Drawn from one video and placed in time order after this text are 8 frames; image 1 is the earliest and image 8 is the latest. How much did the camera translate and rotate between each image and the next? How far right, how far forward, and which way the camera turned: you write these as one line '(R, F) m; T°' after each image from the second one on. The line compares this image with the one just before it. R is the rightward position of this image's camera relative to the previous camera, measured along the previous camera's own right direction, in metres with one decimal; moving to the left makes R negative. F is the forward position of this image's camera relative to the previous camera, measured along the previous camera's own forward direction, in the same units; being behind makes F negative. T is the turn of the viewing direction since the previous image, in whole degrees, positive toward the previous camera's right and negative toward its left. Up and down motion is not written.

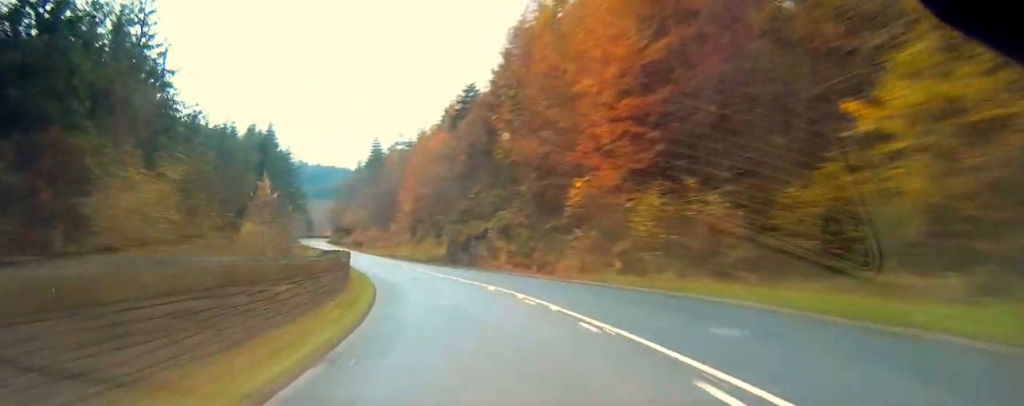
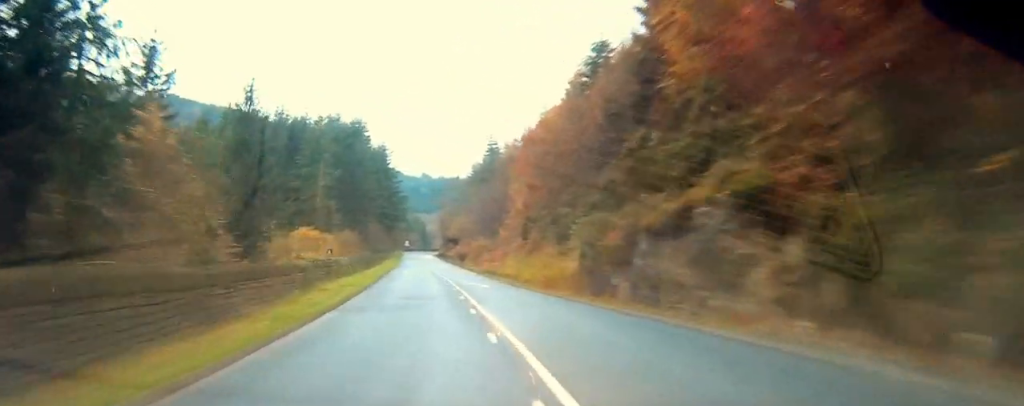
(-2.0, +30.1) m; -10°
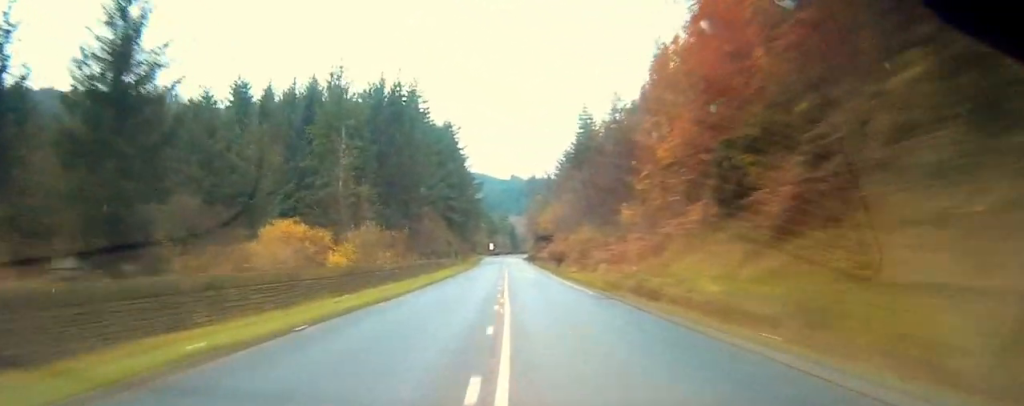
(-4.1, +34.7) m; -10°
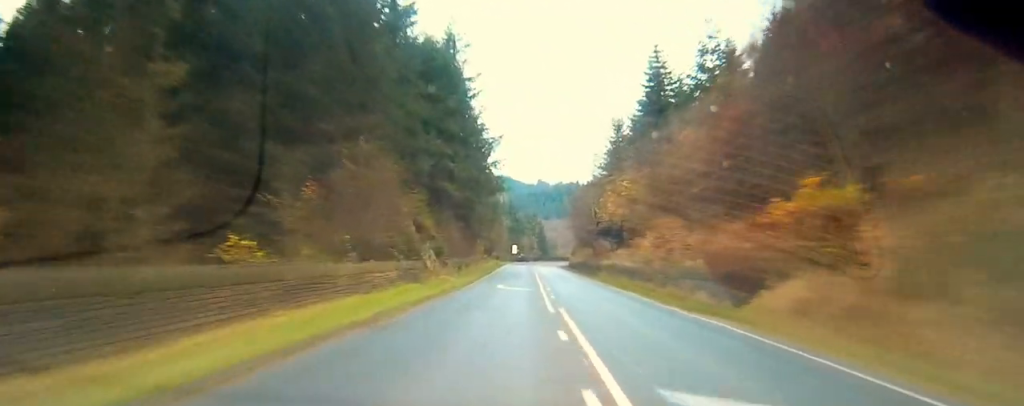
(-0.8, +49.1) m; -1°
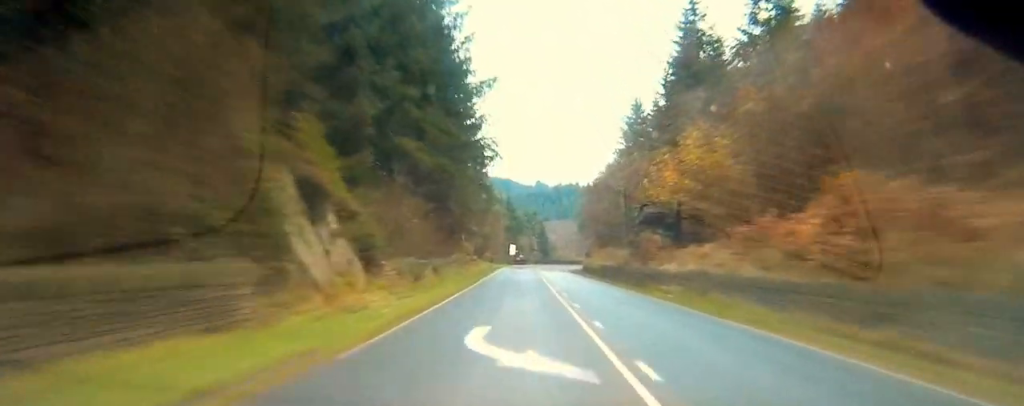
(0.0, +22.8) m; 0°
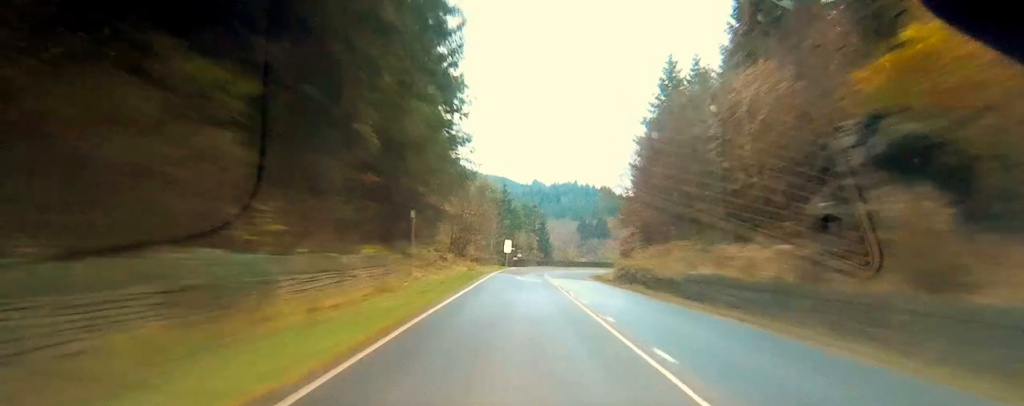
(0.0, +28.2) m; 0°
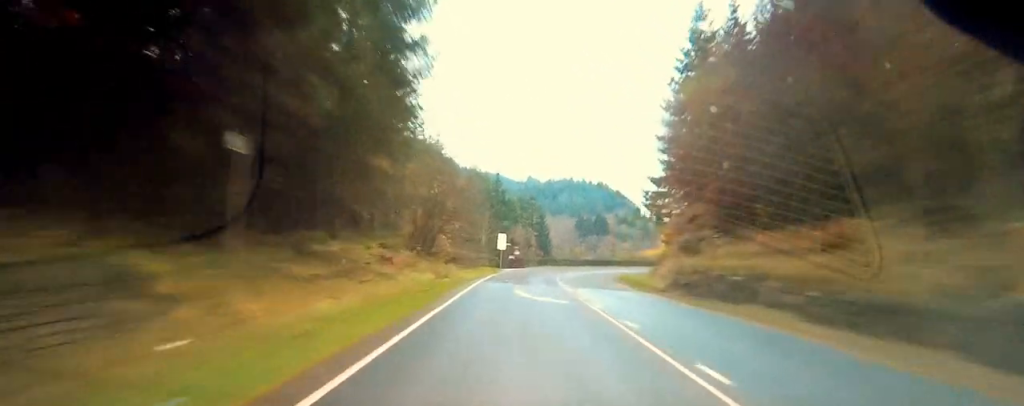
(0.0, +19.3) m; 0°
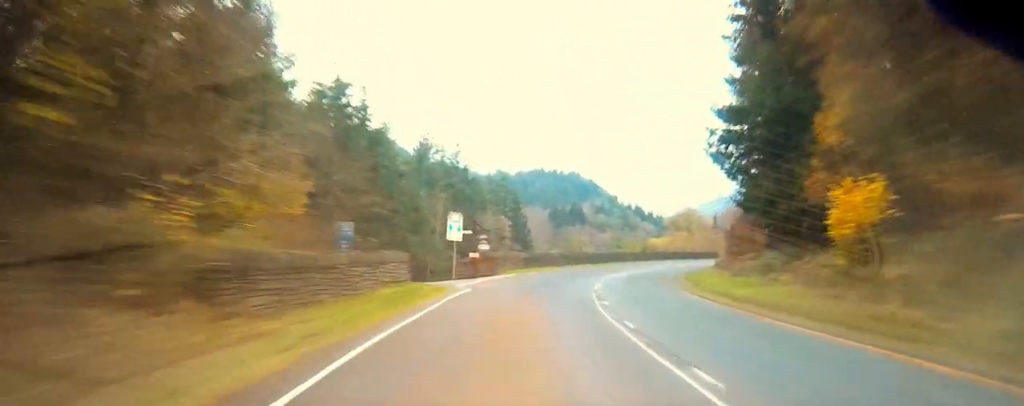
(0.0, +31.8) m; 0°
